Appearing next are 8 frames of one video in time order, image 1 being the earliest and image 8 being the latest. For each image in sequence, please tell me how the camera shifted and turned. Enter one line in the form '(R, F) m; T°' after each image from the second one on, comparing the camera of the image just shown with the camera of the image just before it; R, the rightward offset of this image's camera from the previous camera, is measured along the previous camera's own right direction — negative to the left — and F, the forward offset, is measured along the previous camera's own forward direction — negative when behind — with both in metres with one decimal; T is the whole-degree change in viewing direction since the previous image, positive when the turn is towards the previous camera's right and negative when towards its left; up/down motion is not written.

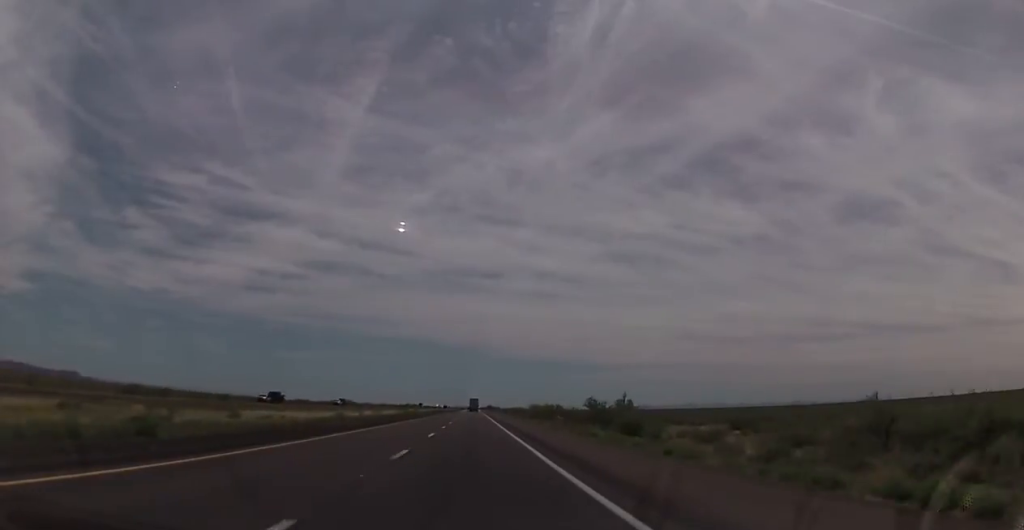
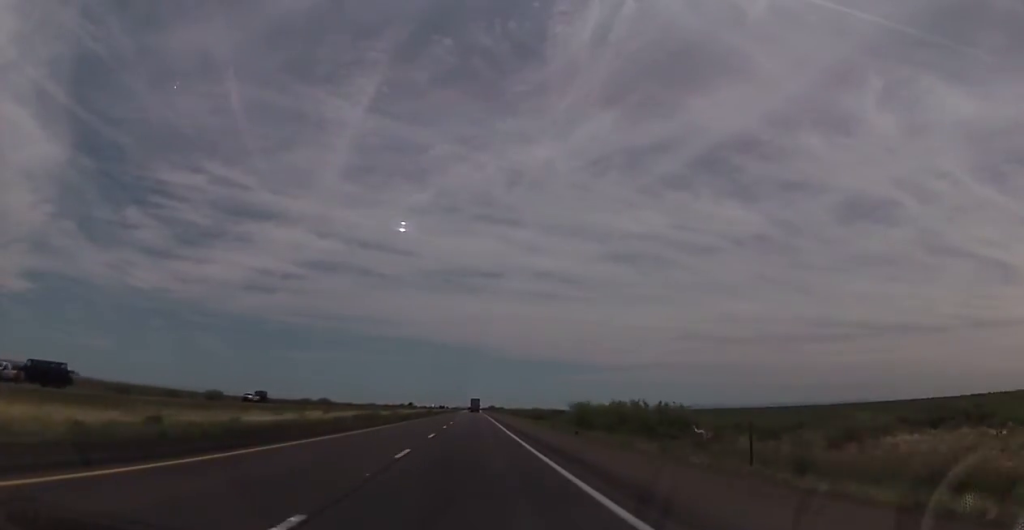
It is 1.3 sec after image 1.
(0.0, +48.1) m; 0°
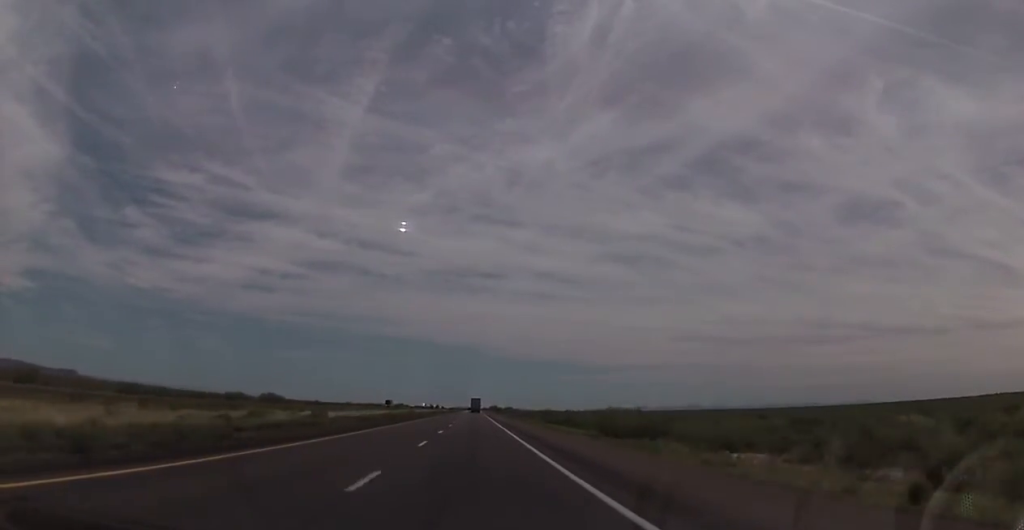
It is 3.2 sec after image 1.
(+0.2, +67.4) m; 0°
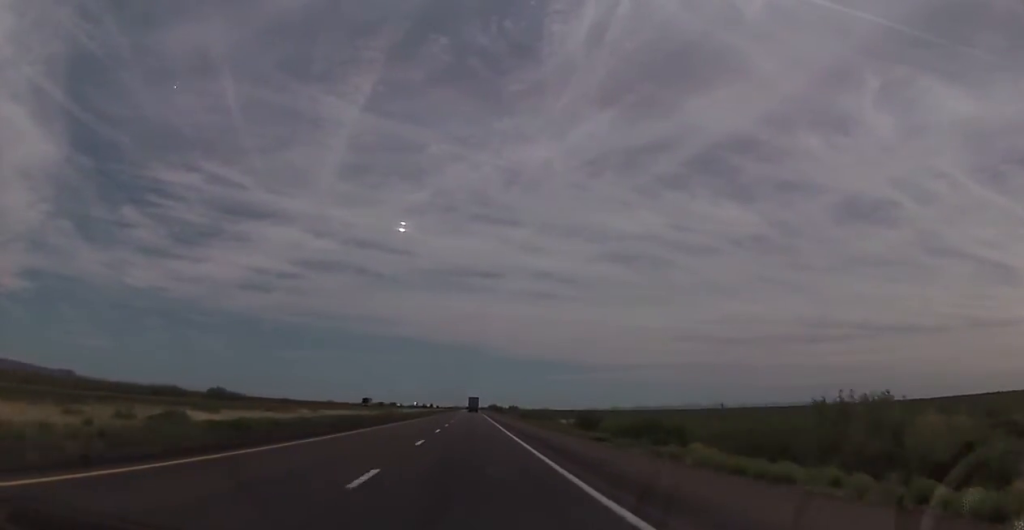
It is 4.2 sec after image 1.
(0.0, +36.1) m; 0°
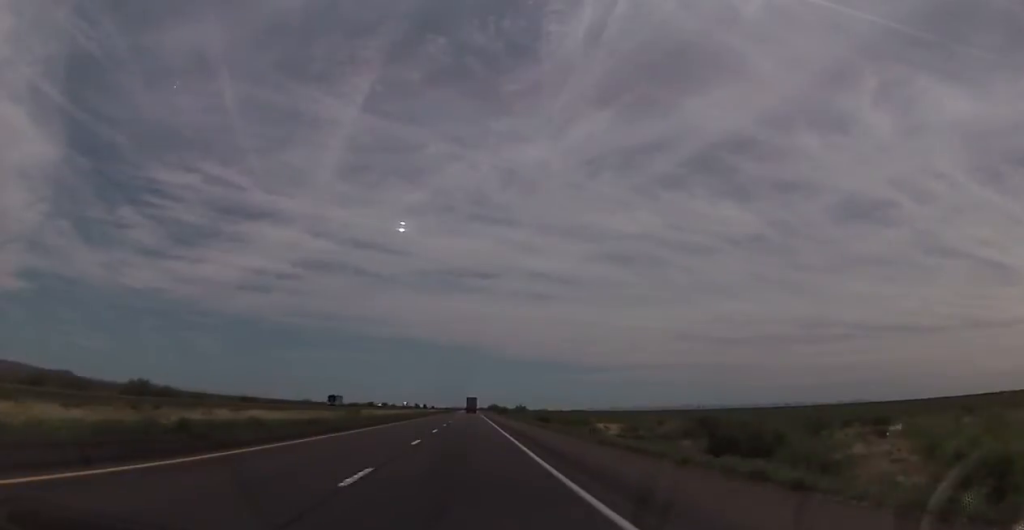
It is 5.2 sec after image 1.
(-0.1, +36.2) m; 0°
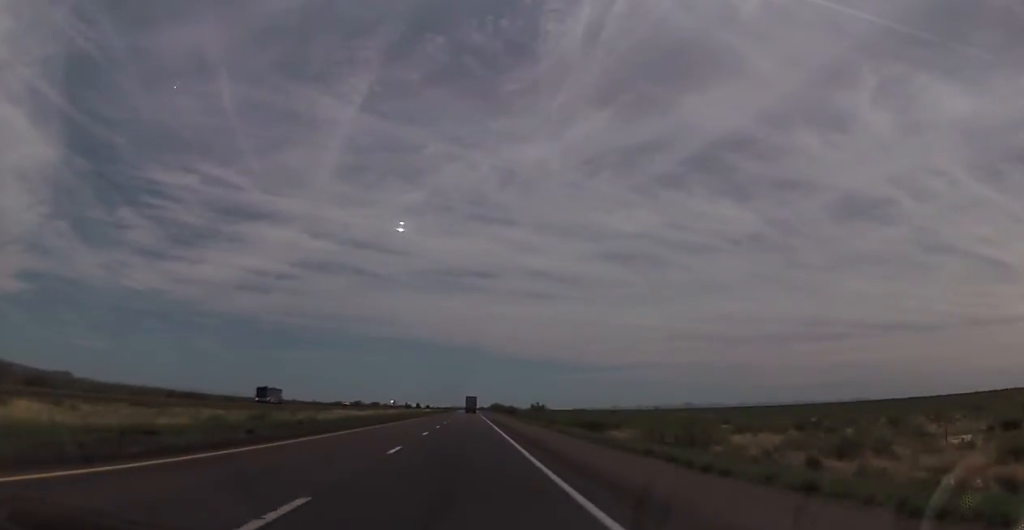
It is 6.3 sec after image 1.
(+0.1, +41.0) m; +1°
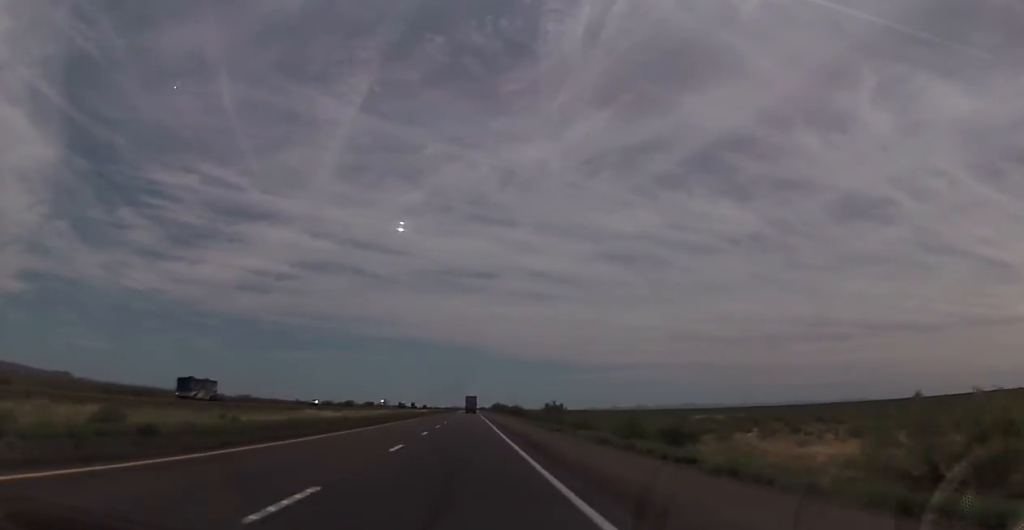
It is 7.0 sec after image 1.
(+0.2, +23.0) m; 0°
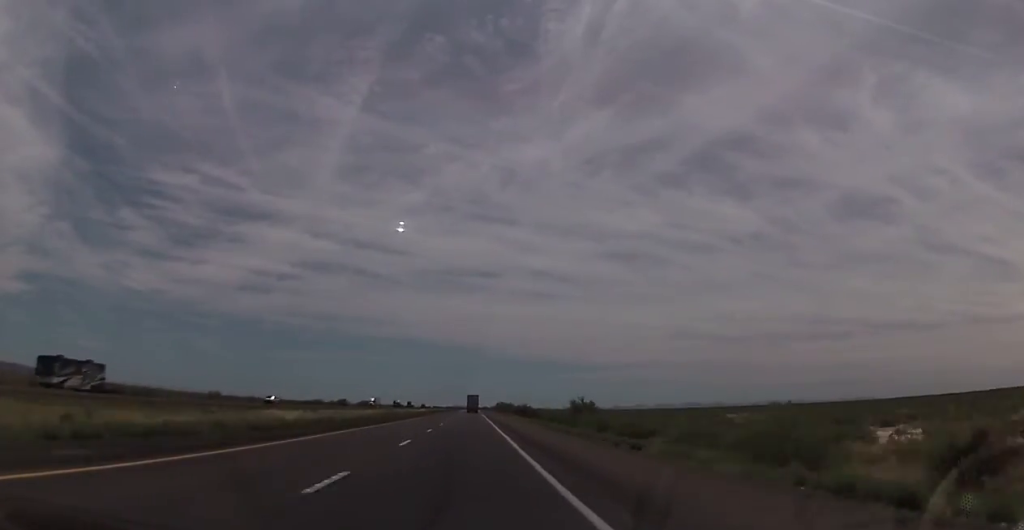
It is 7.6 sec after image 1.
(+0.2, +21.7) m; 0°
